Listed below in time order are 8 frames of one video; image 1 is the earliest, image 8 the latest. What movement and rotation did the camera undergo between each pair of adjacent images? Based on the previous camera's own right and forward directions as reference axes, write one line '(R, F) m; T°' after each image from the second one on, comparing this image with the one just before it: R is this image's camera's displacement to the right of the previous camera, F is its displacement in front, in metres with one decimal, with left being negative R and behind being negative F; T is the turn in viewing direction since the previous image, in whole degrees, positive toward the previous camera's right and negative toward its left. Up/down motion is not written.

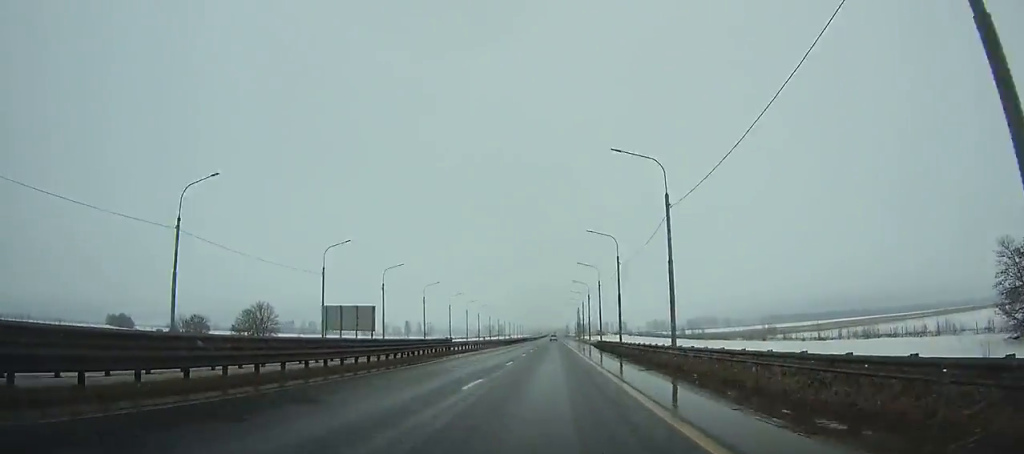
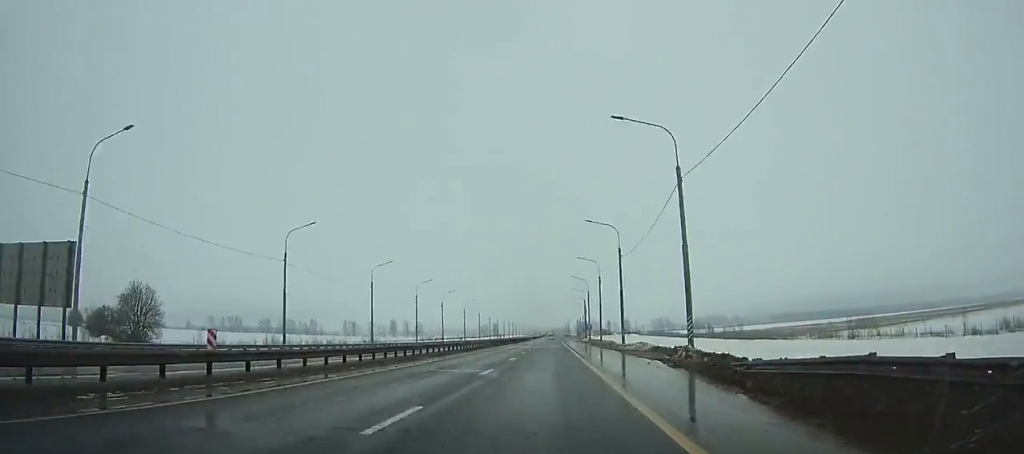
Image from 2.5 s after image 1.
(+0.3, +54.6) m; 0°
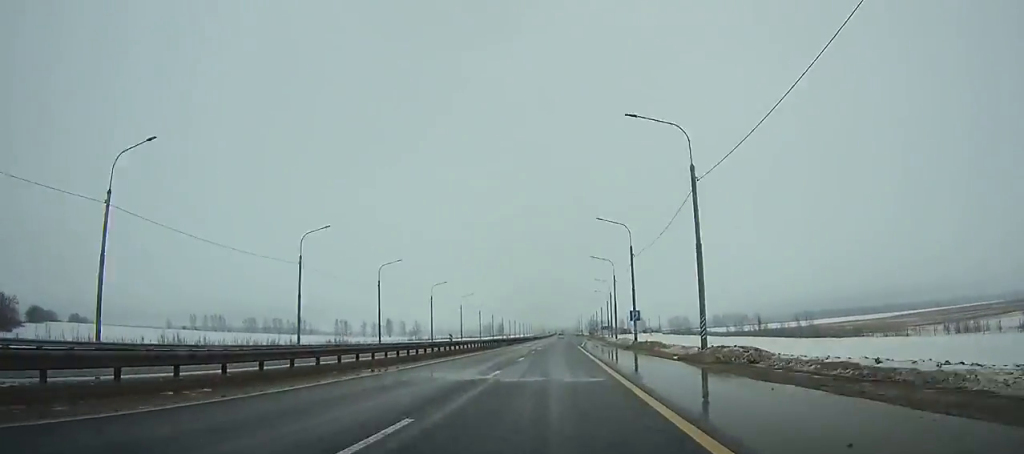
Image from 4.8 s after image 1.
(-0.1, +50.9) m; 0°
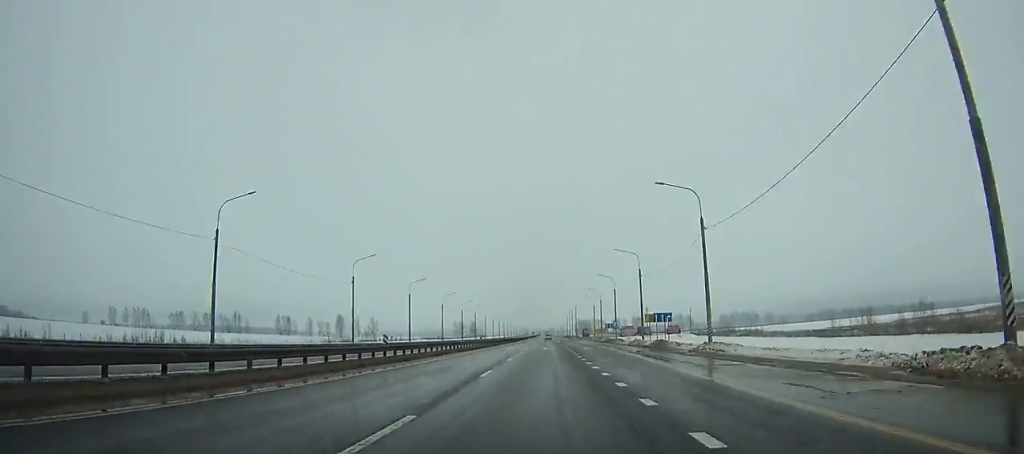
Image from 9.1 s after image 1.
(+0.2, +96.1) m; 0°
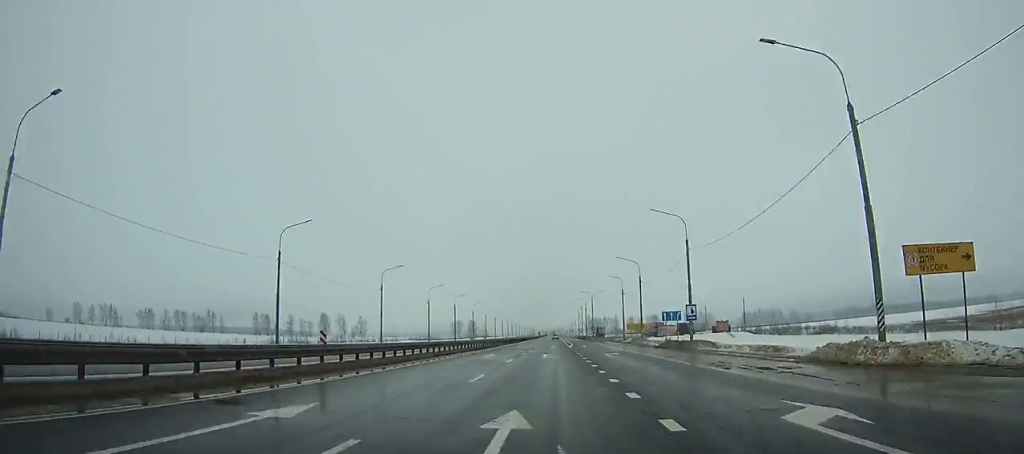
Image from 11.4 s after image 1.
(0.0, +51.7) m; 0°
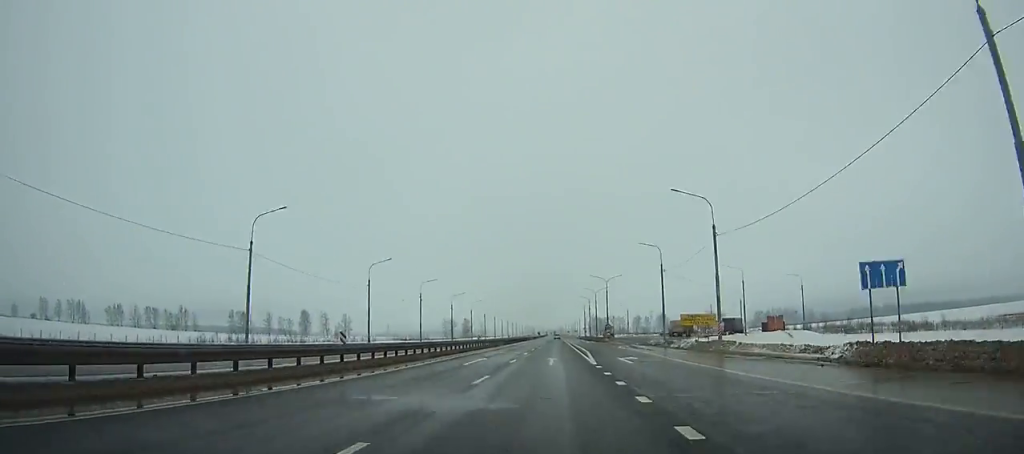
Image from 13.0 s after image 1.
(0.0, +36.2) m; 0°
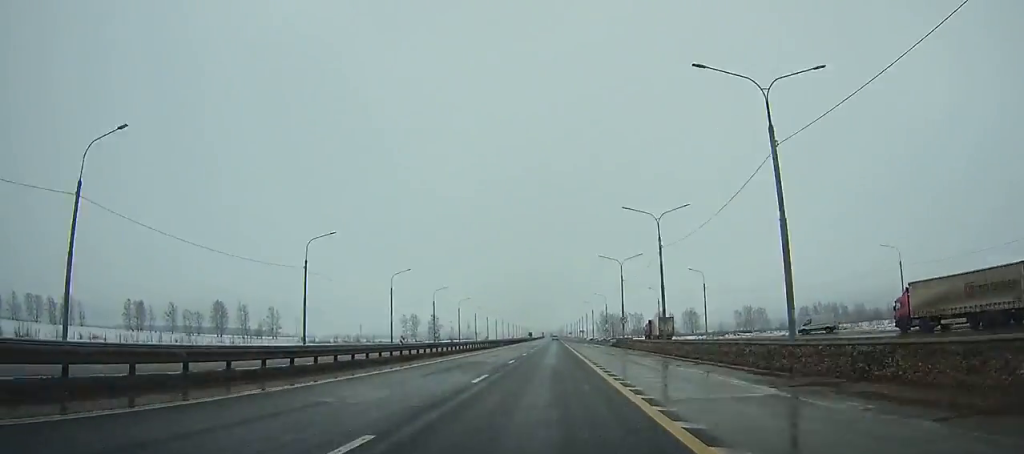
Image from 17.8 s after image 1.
(+0.3, +109.3) m; 0°
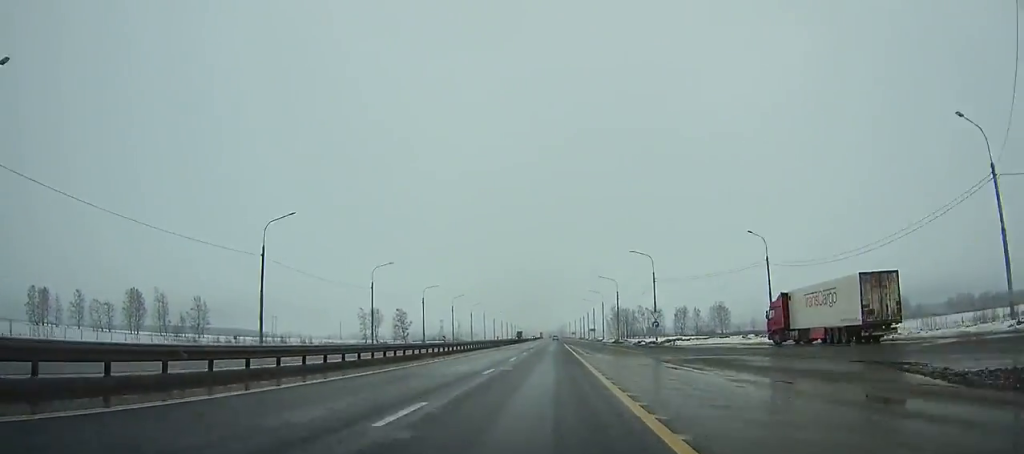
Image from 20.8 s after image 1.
(-0.1, +69.2) m; 0°
